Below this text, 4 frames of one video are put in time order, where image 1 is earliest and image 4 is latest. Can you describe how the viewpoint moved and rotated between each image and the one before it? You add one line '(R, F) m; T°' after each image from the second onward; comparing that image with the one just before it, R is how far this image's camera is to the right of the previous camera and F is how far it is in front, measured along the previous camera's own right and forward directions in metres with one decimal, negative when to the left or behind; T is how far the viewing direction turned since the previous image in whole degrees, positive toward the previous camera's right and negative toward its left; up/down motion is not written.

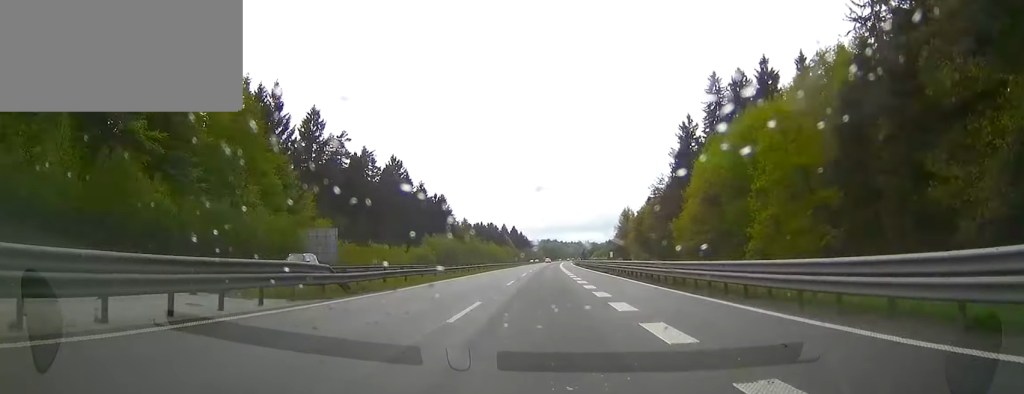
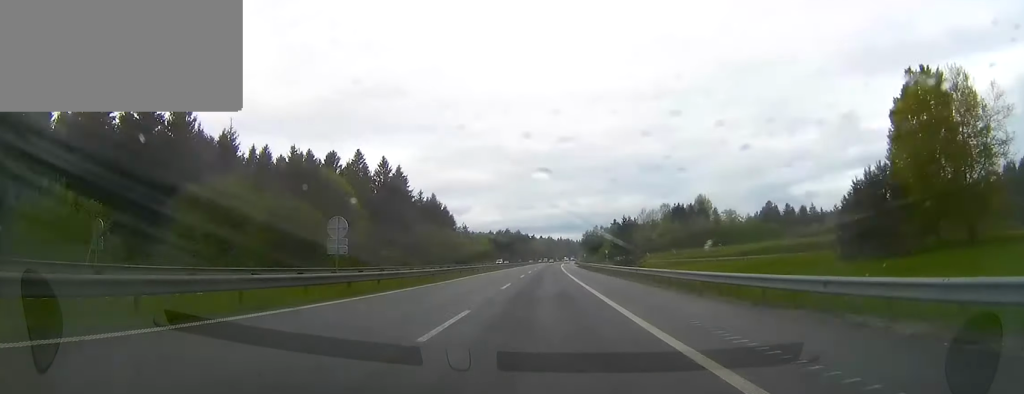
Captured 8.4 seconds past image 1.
(+8.2, +269.1) m; +3°
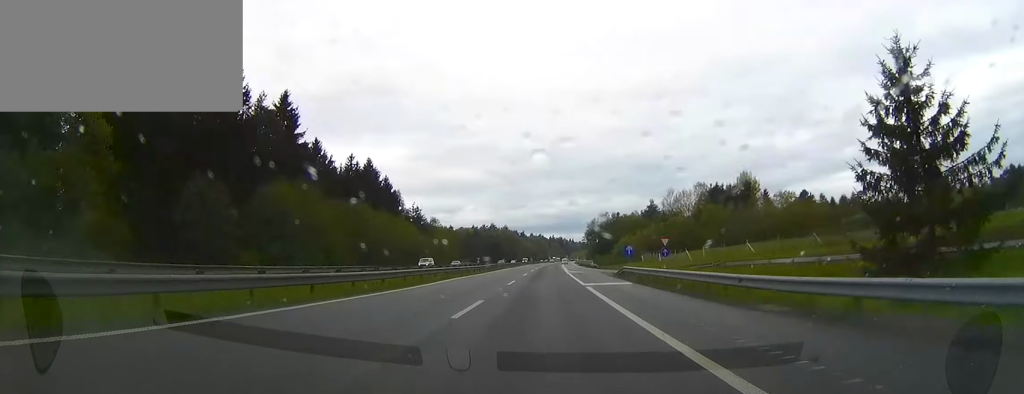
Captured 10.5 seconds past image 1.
(-0.4, +67.4) m; +1°
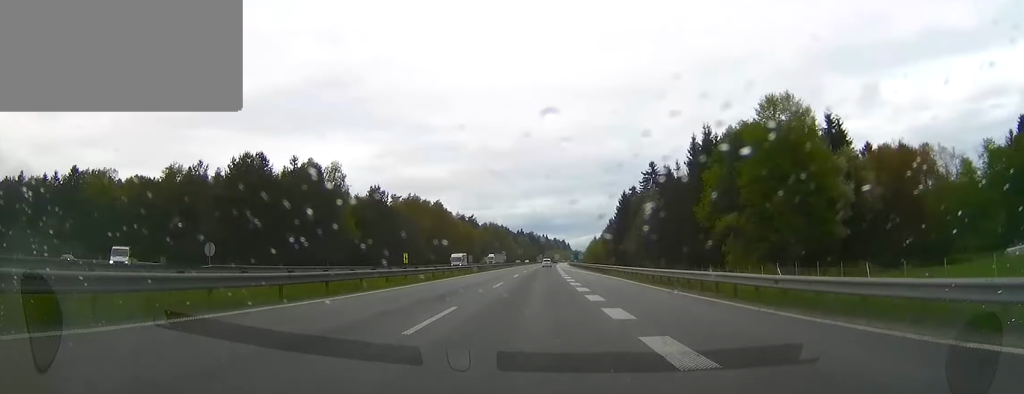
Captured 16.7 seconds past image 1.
(+6.8, +198.5) m; +3°
